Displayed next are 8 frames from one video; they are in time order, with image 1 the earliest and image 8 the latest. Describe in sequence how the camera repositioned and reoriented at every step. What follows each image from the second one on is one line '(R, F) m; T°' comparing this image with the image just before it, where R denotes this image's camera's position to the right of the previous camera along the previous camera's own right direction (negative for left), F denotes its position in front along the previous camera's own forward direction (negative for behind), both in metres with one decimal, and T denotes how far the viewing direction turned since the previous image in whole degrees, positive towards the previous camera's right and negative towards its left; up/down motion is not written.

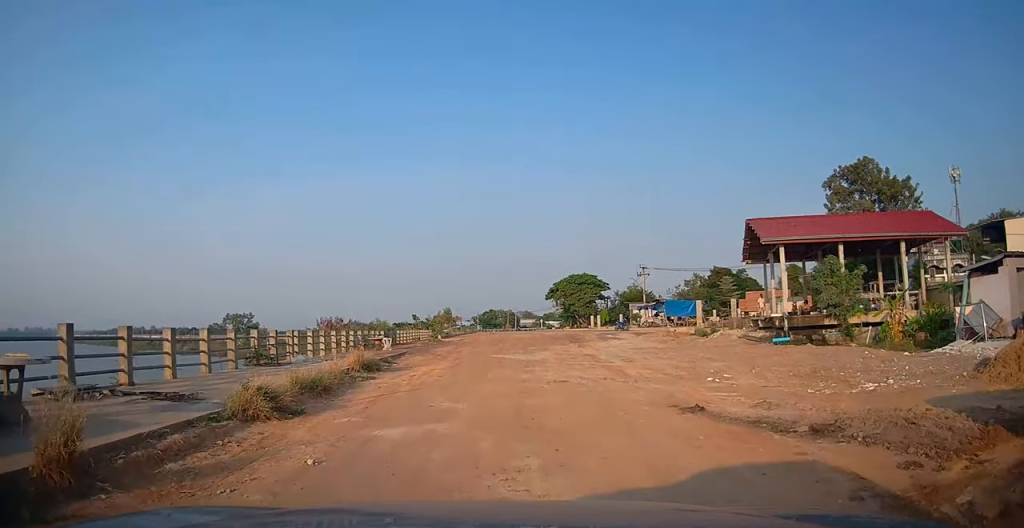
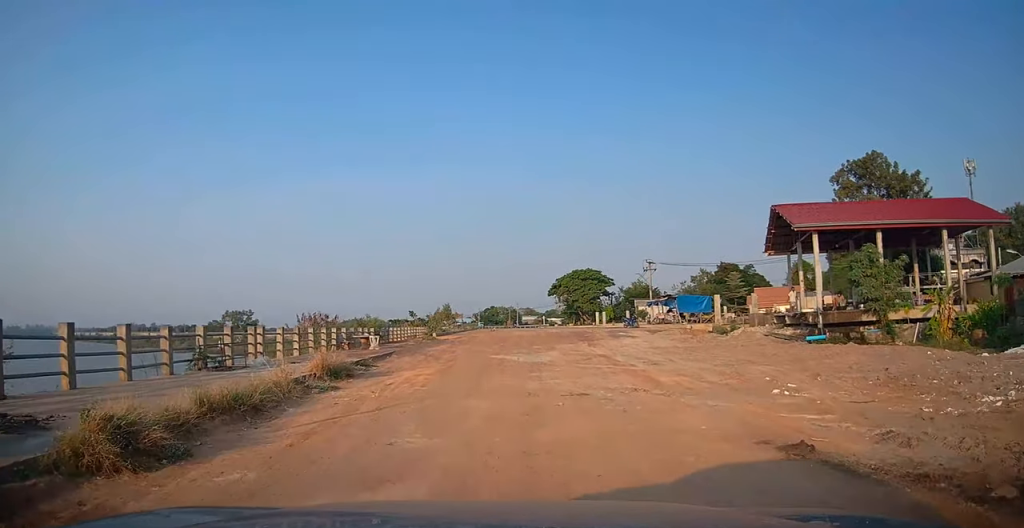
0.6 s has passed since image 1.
(0.0, +3.1) m; 0°
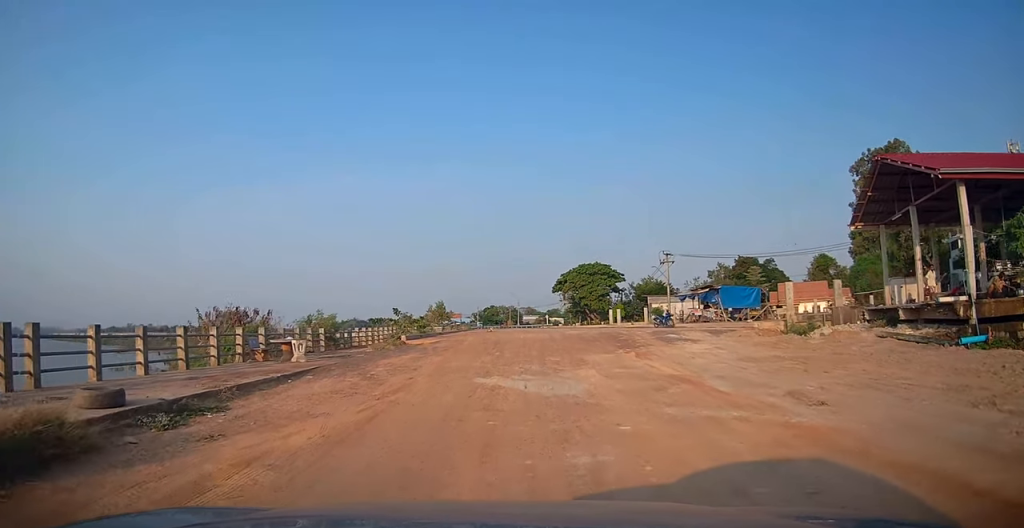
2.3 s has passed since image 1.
(-0.1, +9.1) m; -1°
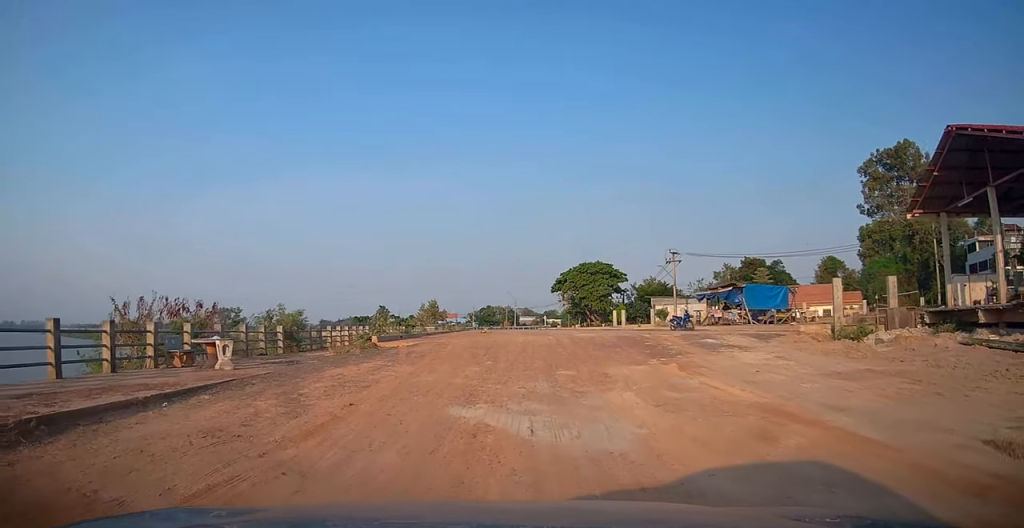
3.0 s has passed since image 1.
(-0.1, +4.3) m; 0°
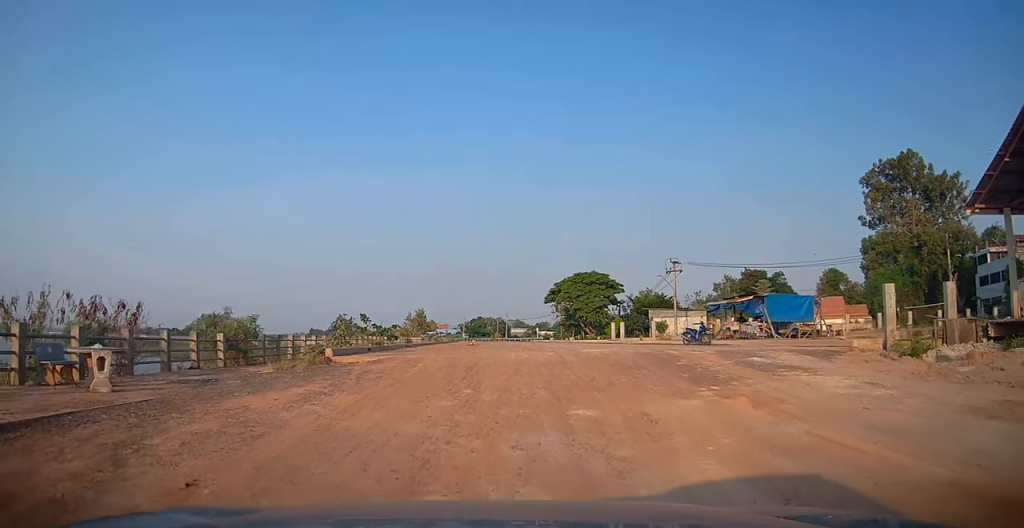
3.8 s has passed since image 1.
(0.0, +3.9) m; +1°
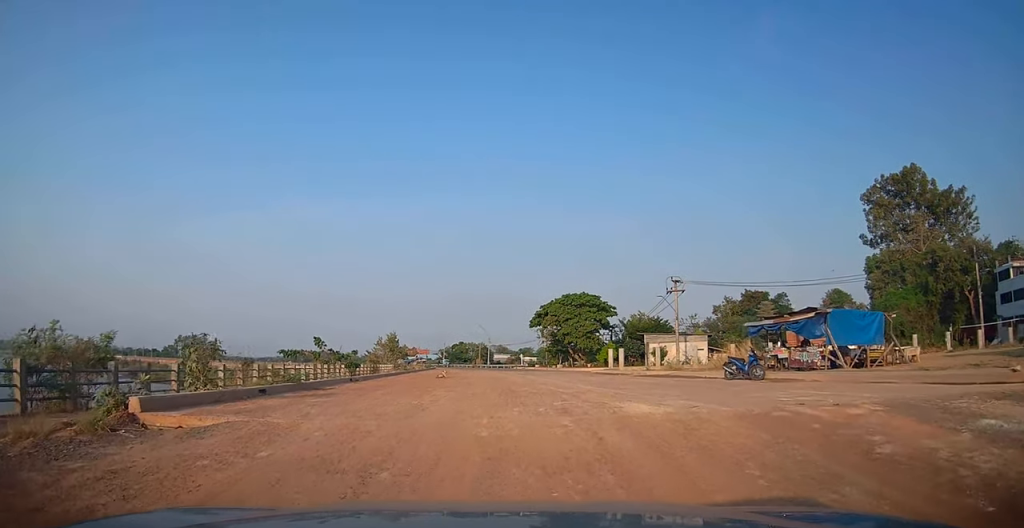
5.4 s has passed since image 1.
(+0.2, +7.9) m; +1°
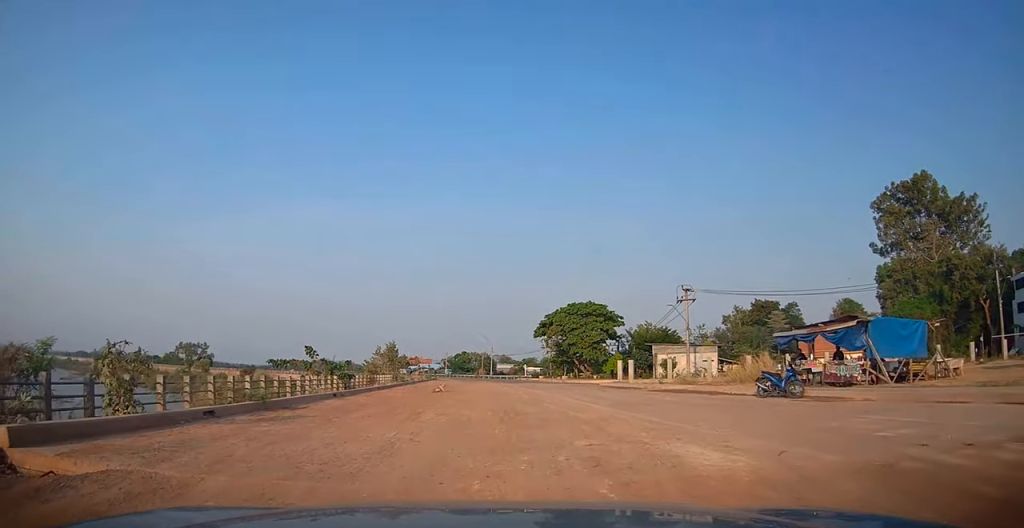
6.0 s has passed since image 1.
(0.0, +2.4) m; 0°
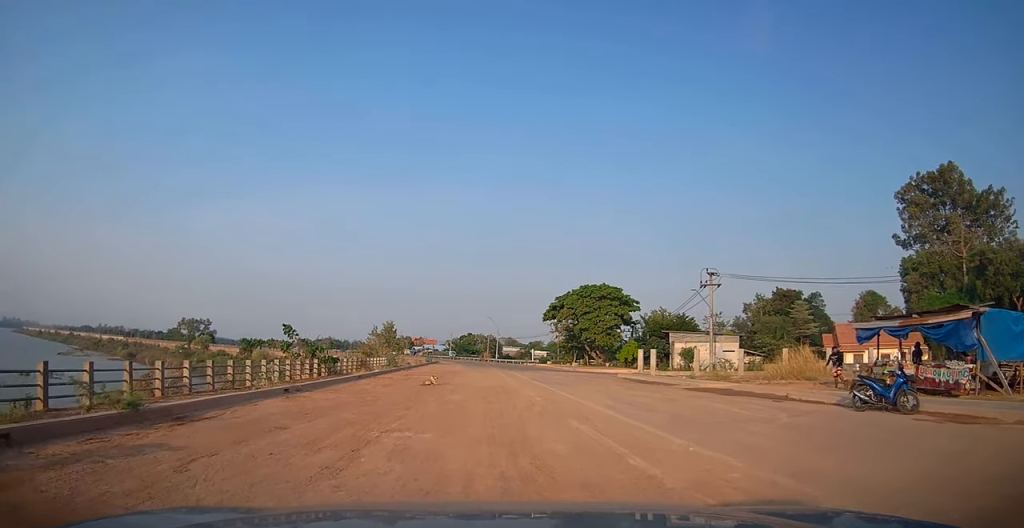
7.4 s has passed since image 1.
(0.0, +5.1) m; -4°
